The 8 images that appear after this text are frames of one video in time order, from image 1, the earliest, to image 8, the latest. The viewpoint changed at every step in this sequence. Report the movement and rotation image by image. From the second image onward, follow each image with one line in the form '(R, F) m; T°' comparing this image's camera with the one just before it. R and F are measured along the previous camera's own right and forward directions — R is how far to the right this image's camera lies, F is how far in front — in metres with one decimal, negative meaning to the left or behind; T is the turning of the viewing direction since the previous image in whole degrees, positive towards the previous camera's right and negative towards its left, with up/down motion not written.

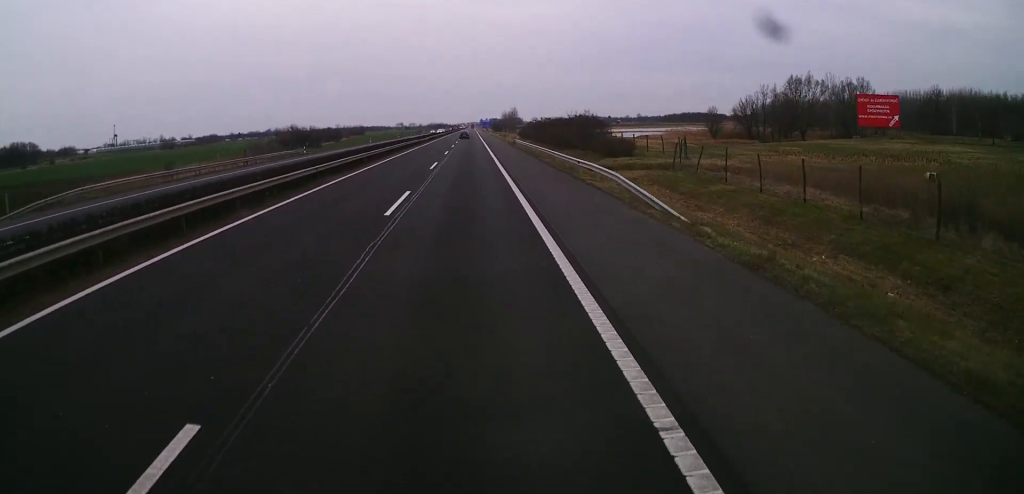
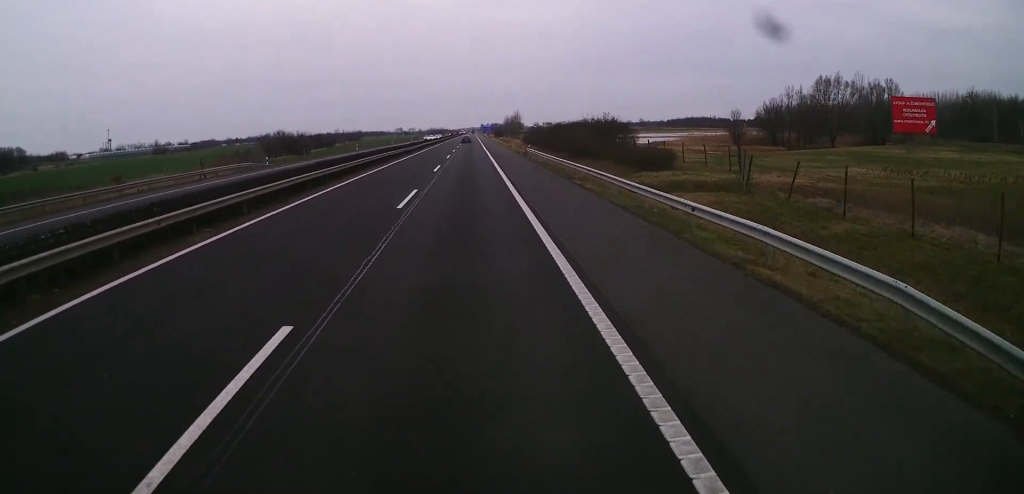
(0.0, +15.4) m; -1°
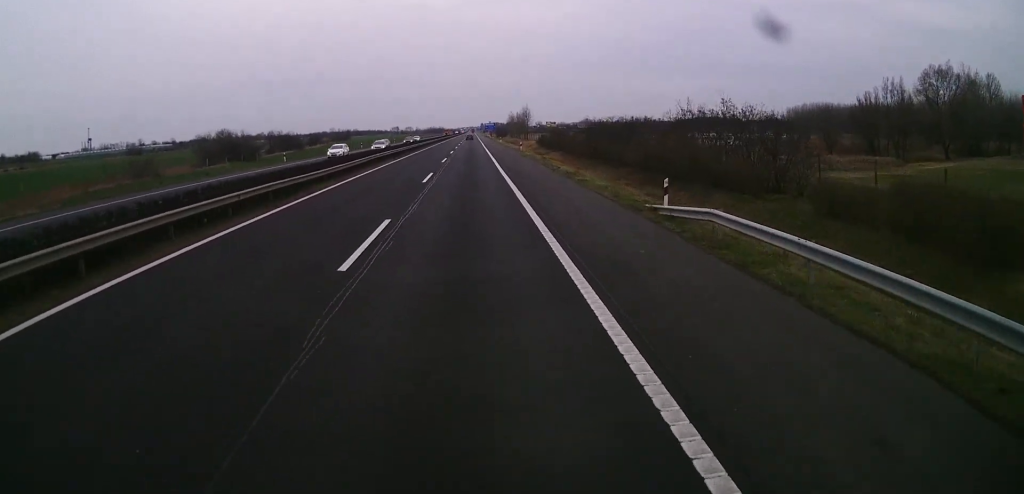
(+0.1, +45.4) m; +1°
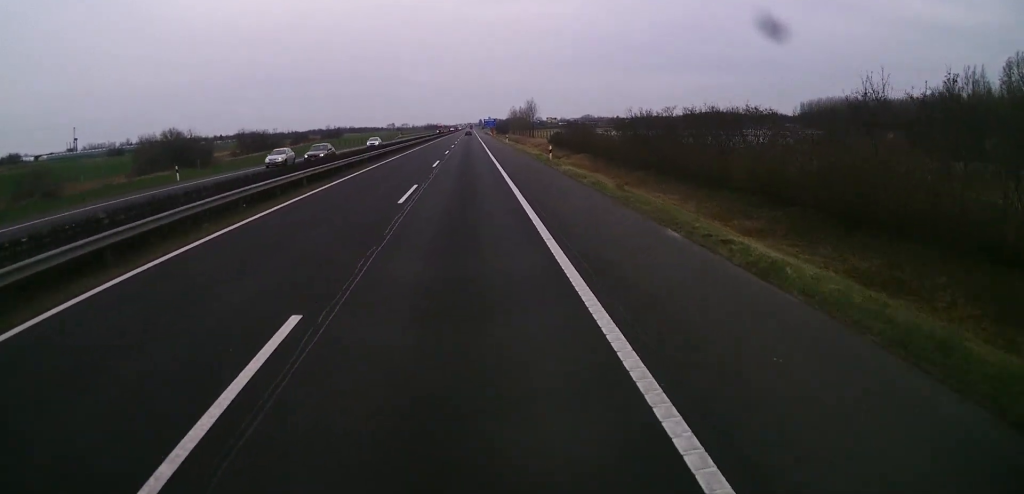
(-0.1, +26.9) m; 0°
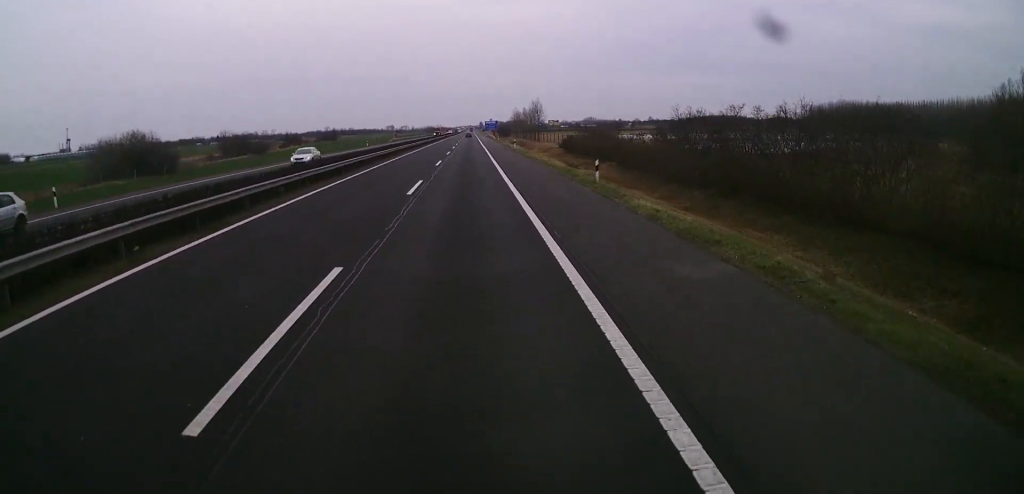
(+0.1, +15.4) m; 0°
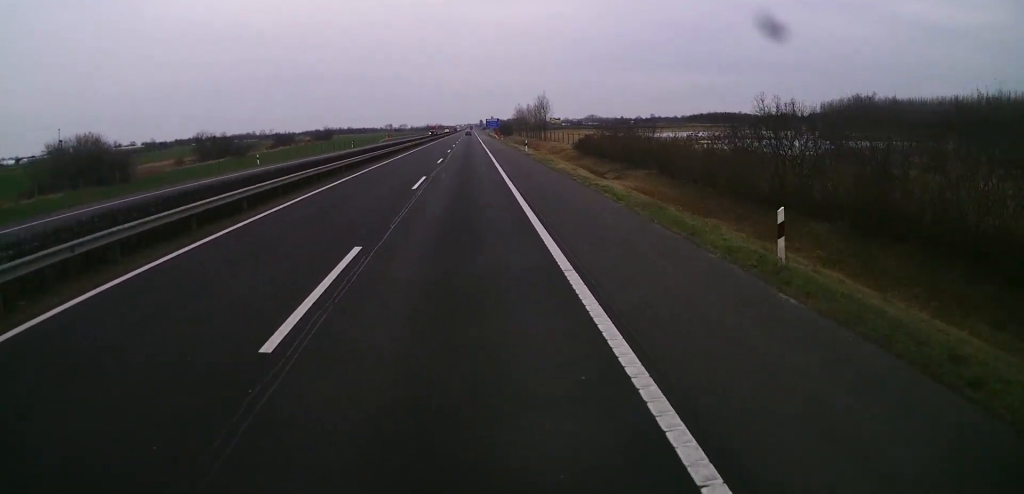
(0.0, +16.2) m; 0°
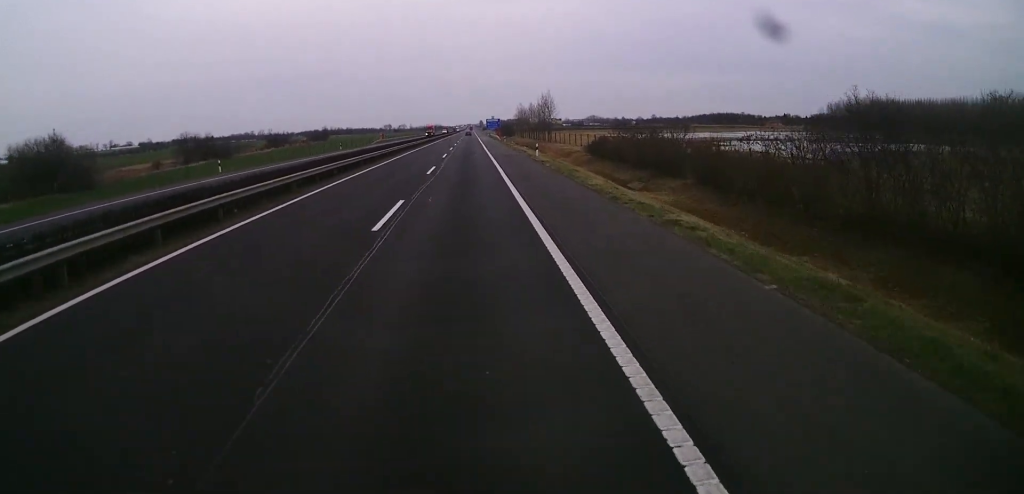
(0.0, +10.0) m; 0°
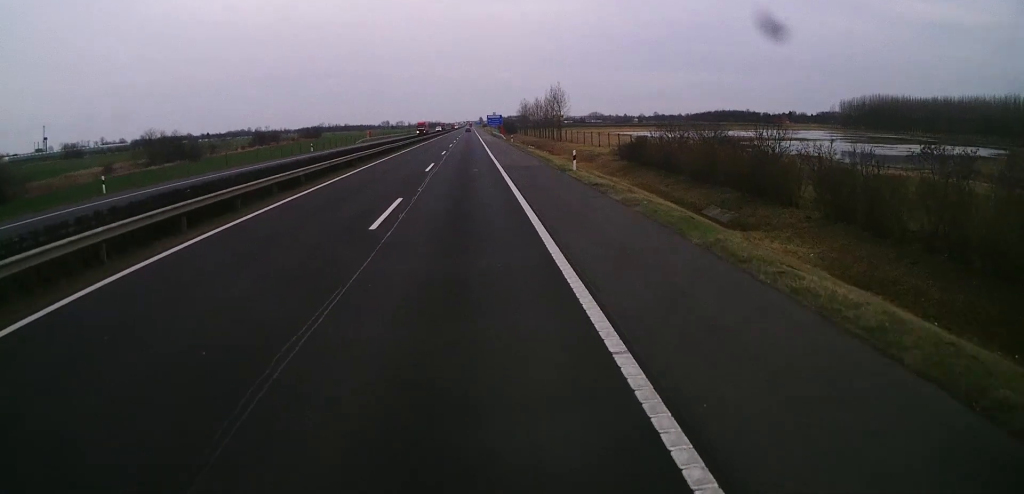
(-0.2, +18.4) m; 0°
